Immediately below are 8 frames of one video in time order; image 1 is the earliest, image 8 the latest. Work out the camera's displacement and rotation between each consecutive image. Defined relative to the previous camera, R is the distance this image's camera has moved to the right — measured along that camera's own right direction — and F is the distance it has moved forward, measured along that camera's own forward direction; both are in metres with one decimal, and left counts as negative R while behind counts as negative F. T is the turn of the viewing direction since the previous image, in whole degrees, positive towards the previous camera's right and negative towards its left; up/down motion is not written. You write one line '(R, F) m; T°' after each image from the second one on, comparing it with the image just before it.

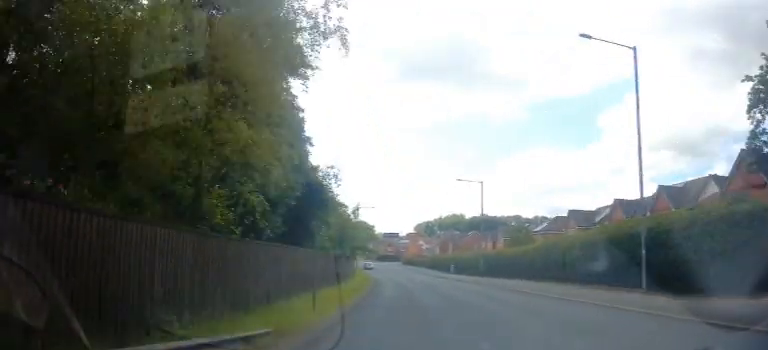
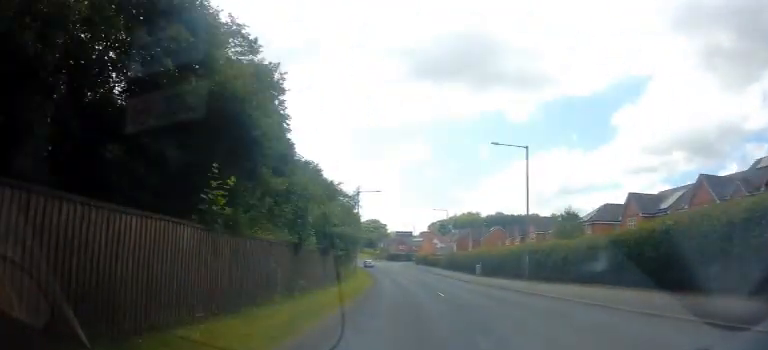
(+0.1, +14.7) m; -1°
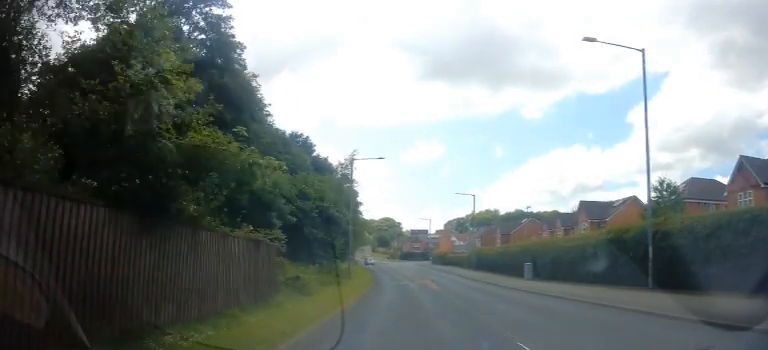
(-0.4, +17.1) m; -3°
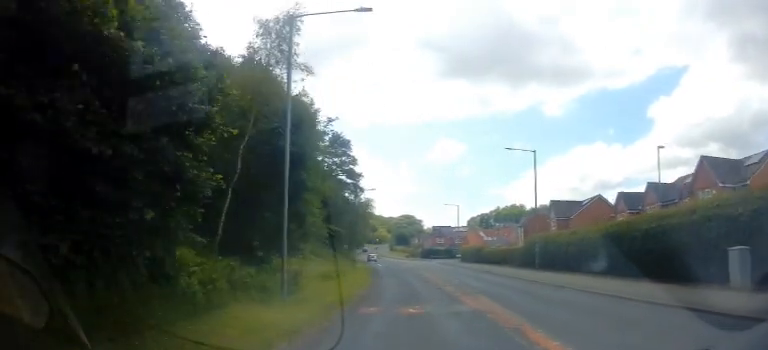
(-0.6, +23.0) m; -2°
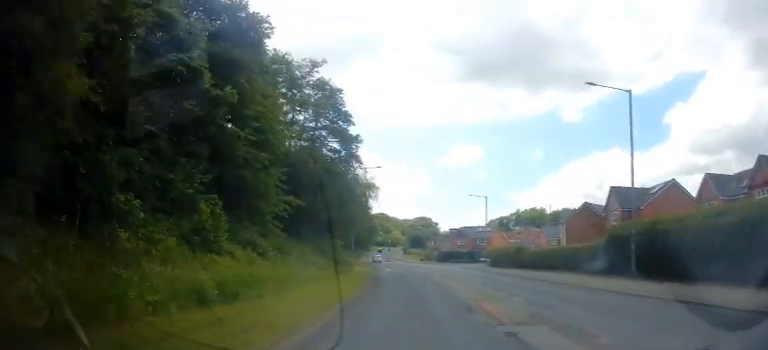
(-0.2, +15.6) m; -3°
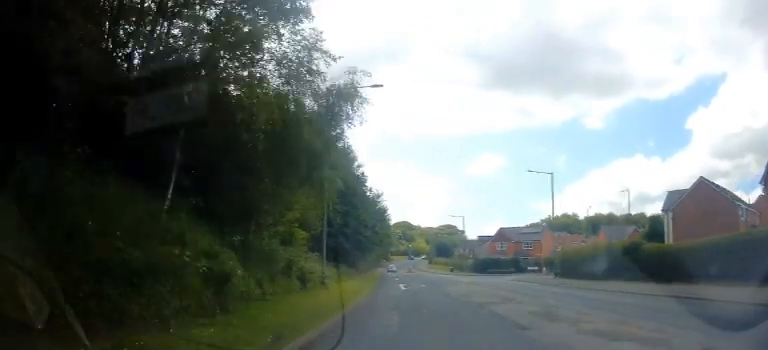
(-0.7, +23.3) m; -2°
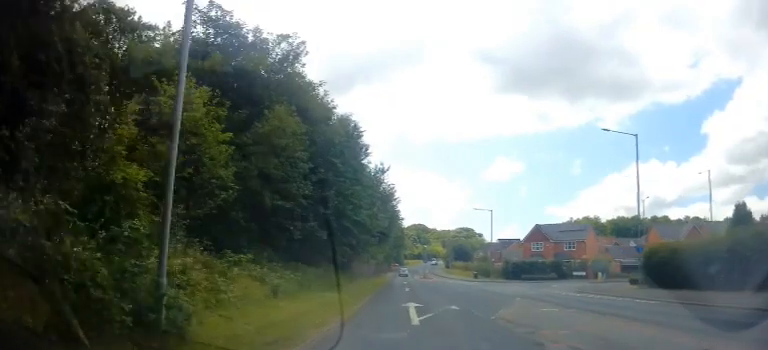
(+0.1, +15.3) m; -1°
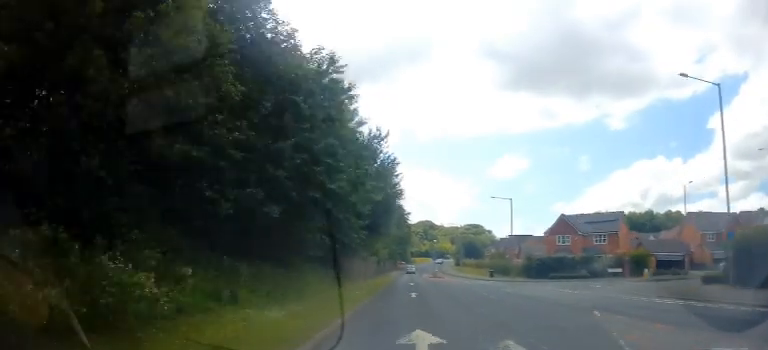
(0.0, +8.8) m; -1°
